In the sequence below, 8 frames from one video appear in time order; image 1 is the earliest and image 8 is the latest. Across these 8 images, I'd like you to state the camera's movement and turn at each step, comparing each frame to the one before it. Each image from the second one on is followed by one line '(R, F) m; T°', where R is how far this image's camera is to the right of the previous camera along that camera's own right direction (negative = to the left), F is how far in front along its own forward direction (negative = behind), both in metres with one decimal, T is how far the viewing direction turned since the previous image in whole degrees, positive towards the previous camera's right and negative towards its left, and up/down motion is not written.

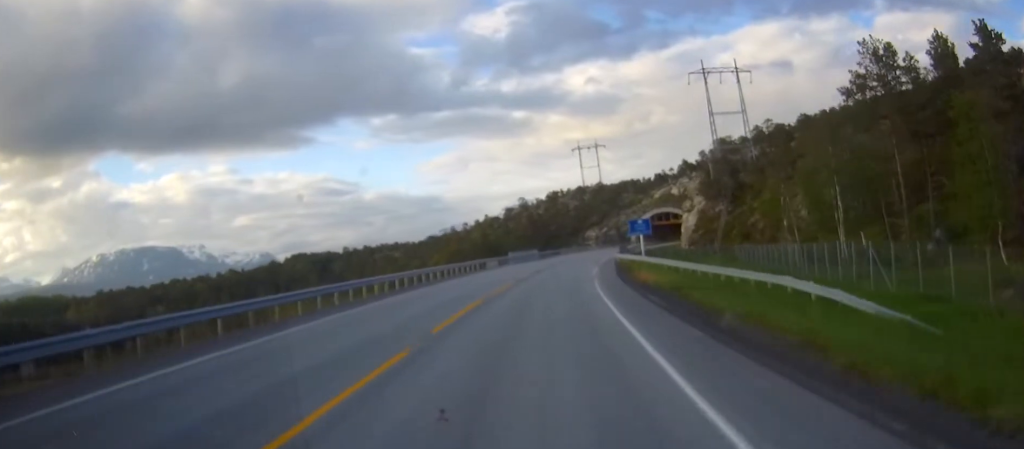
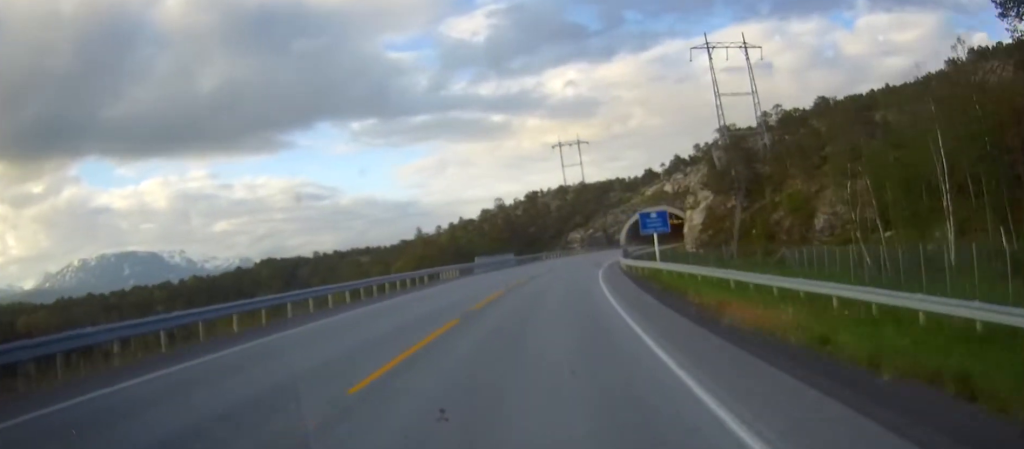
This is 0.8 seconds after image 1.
(+0.2, +18.6) m; +2°
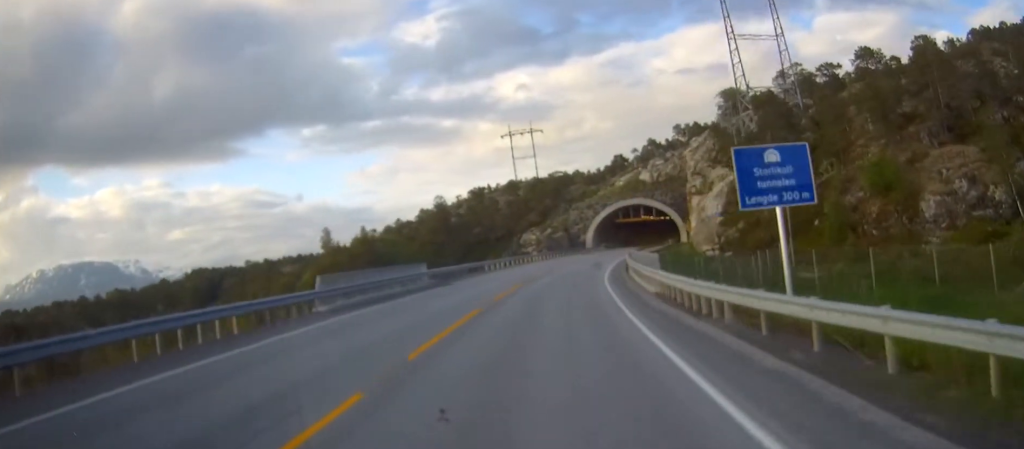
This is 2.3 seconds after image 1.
(+0.8, +32.8) m; +4°
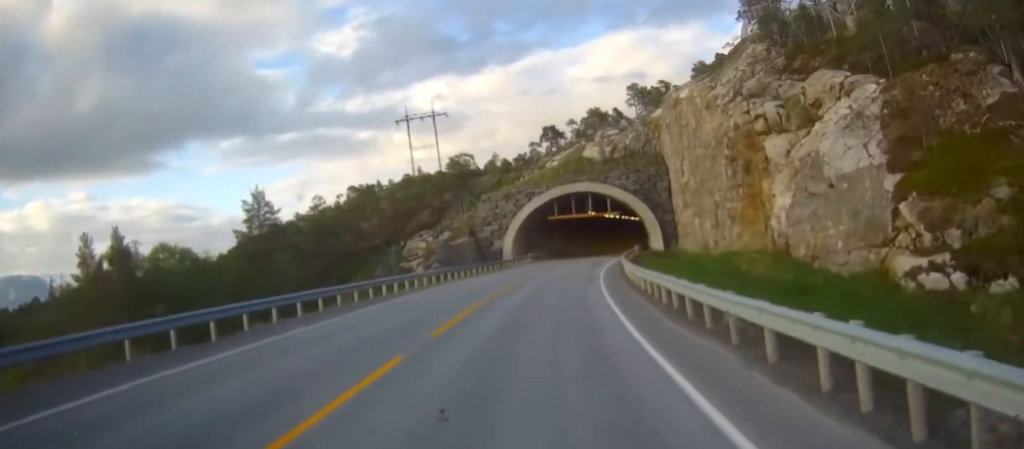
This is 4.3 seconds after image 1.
(+2.4, +44.9) m; +6°
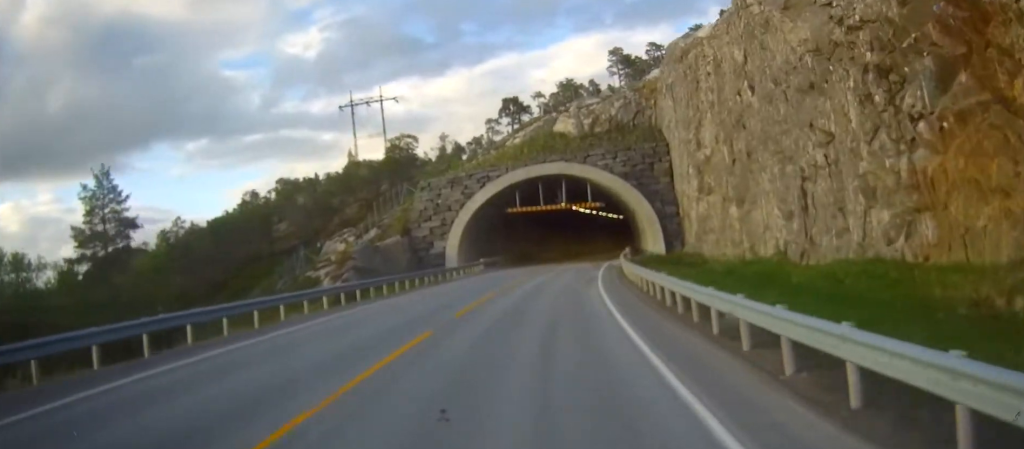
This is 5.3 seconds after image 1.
(+0.7, +21.2) m; +3°
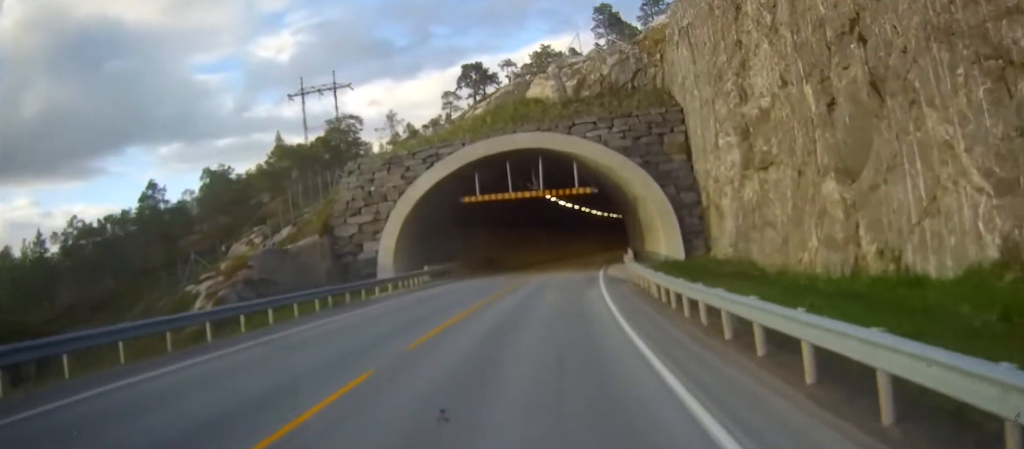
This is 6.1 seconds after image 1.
(+0.4, +16.7) m; +3°
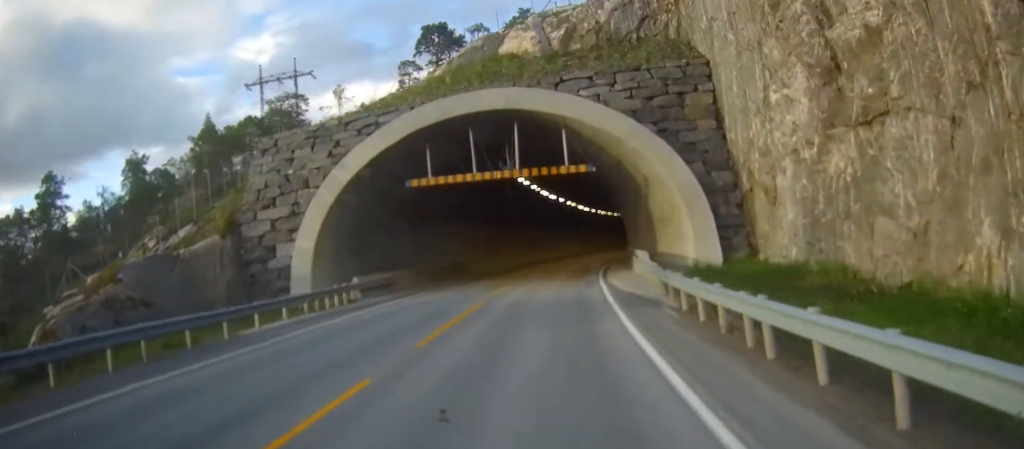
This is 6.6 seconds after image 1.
(+0.2, +12.3) m; +2°
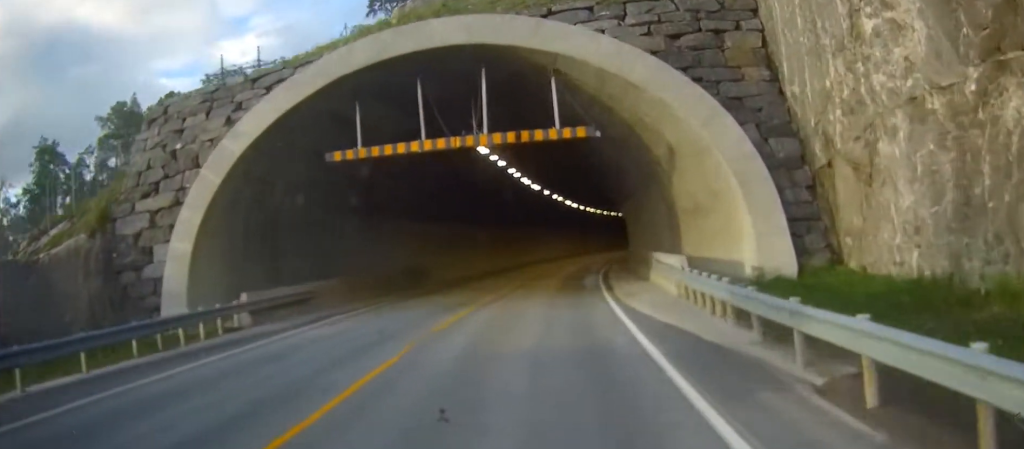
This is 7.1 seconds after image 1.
(+0.4, +10.1) m; +1°
